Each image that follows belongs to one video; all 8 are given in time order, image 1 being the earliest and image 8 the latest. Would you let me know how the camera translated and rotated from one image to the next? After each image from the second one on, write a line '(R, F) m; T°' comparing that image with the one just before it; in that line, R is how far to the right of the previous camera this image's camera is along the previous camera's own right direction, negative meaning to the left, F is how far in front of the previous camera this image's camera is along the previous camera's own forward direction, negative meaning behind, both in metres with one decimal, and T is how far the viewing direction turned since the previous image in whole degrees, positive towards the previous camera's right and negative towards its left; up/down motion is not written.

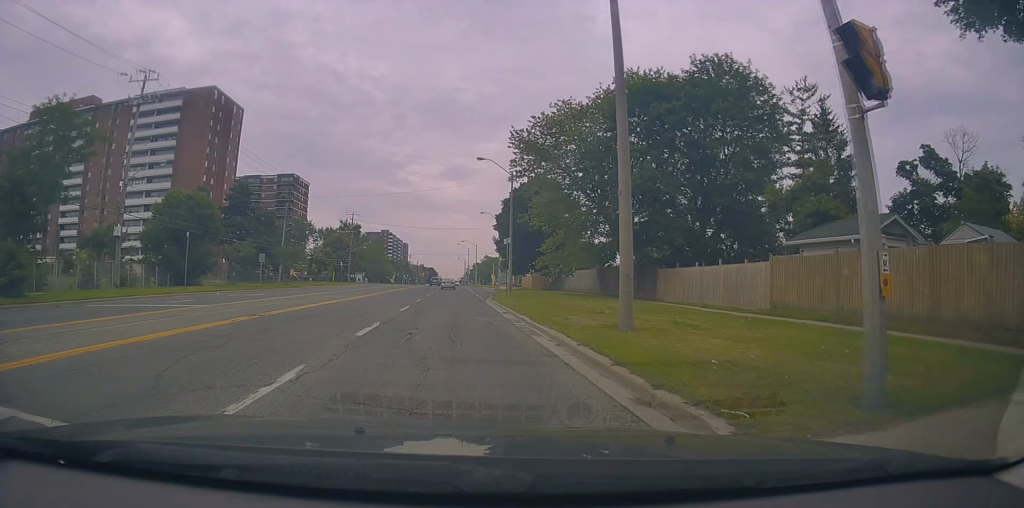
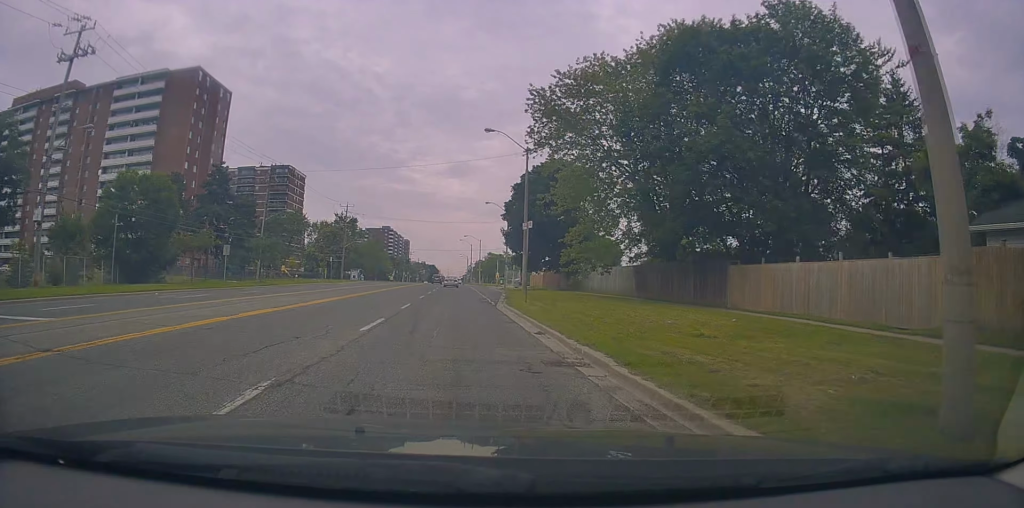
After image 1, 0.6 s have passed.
(+0.1, +8.9) m; 0°
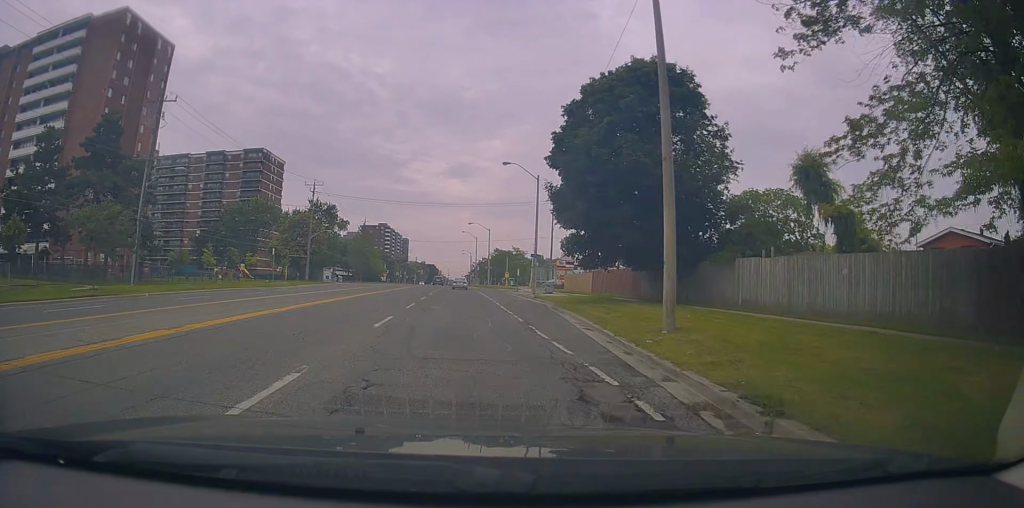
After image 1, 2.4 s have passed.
(+0.1, +27.4) m; -1°
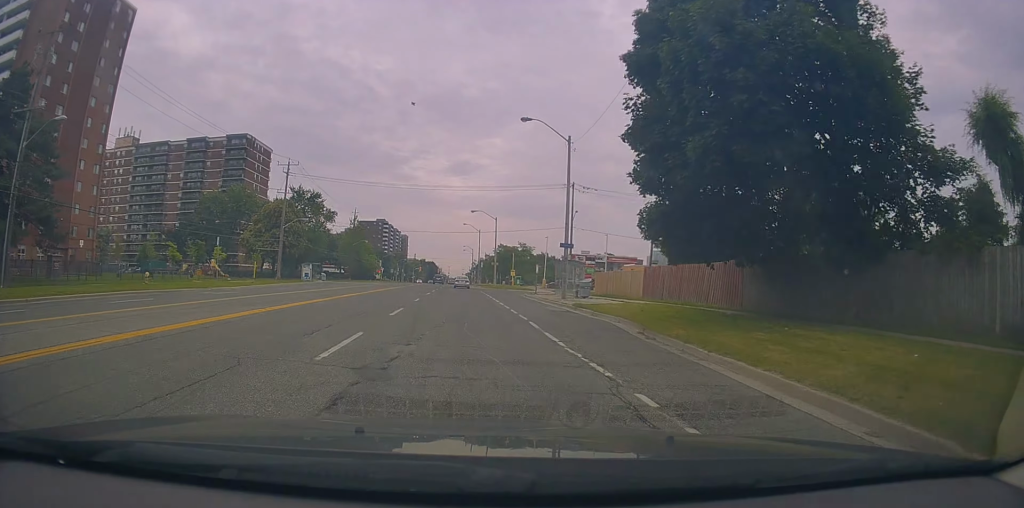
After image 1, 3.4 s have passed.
(-0.4, +13.5) m; -1°
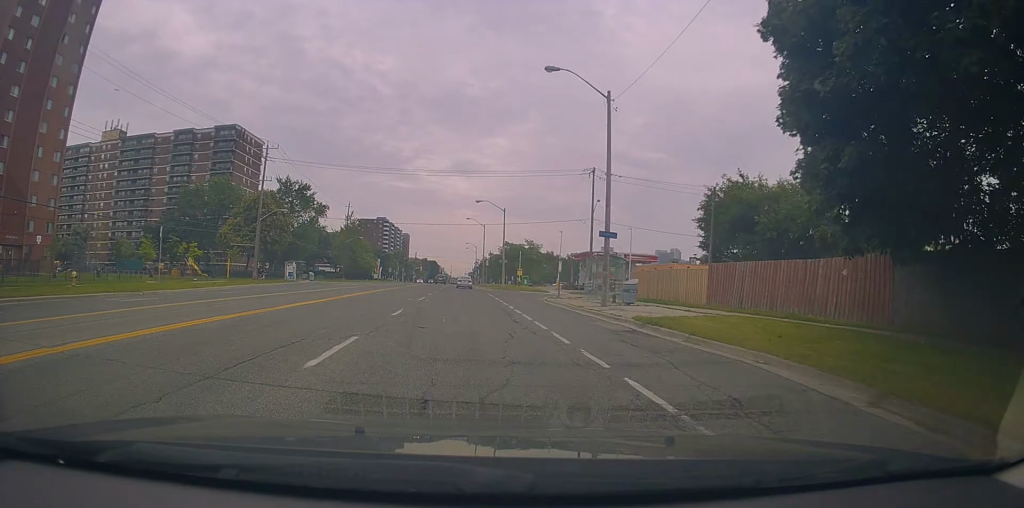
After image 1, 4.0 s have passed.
(-0.2, +9.5) m; 0°
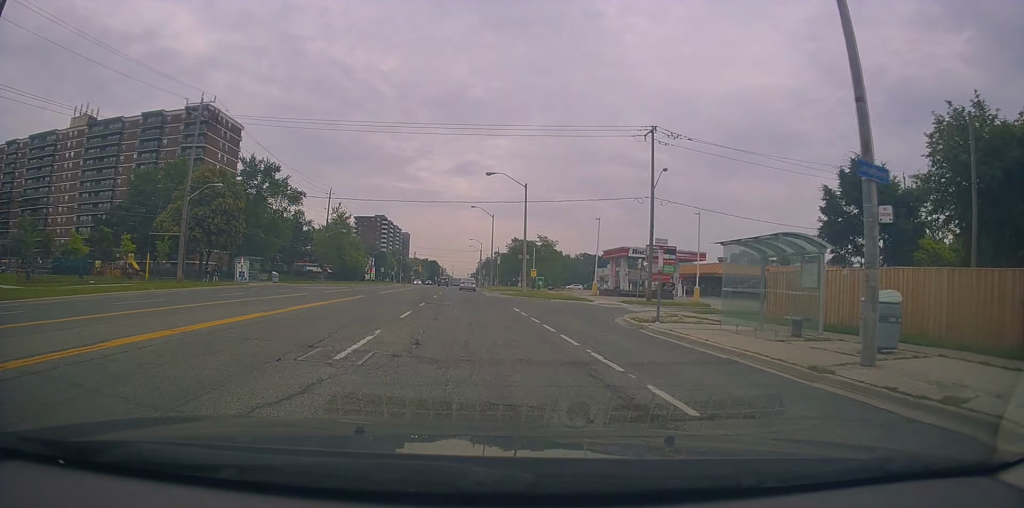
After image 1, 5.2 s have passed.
(+0.7, +17.8) m; +1°
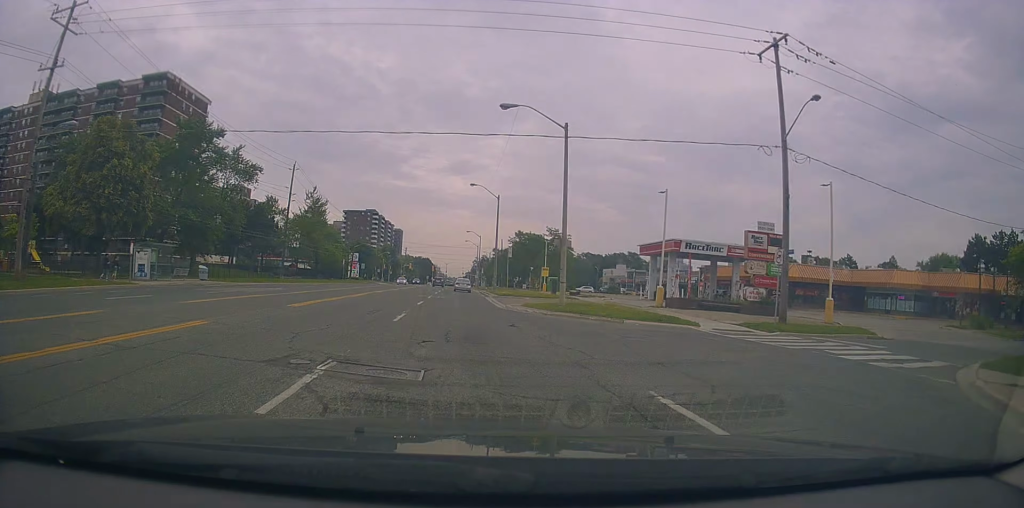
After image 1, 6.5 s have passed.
(-0.2, +18.8) m; 0°
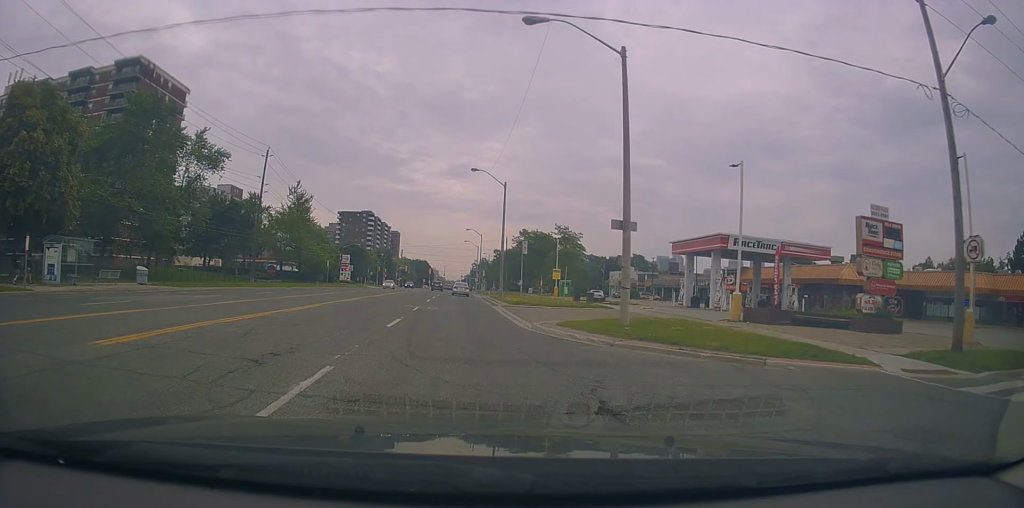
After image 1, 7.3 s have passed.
(0.0, +10.8) m; +1°
